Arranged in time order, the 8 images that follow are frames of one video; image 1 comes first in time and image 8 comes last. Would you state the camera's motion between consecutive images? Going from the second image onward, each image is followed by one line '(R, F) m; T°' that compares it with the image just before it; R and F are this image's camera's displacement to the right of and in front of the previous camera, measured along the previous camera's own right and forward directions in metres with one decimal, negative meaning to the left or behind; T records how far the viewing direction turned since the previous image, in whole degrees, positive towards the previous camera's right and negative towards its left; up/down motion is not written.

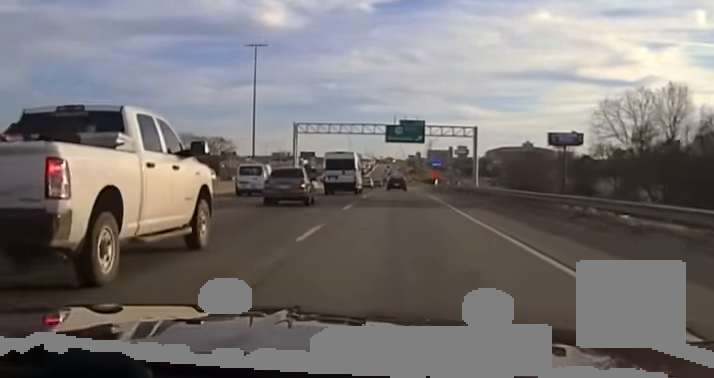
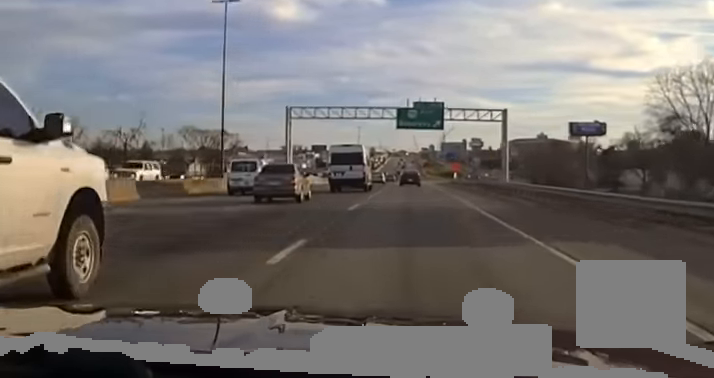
(-0.1, +15.1) m; 0°
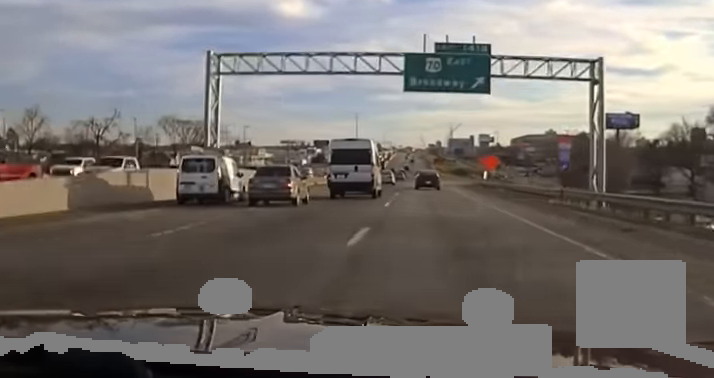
(-0.3, +33.8) m; -1°
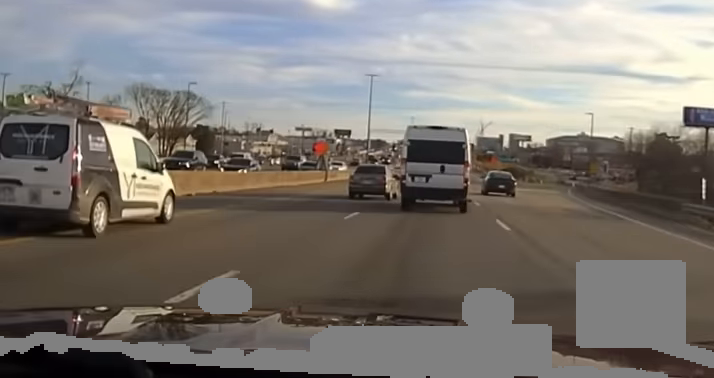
(-0.9, +59.3) m; -2°
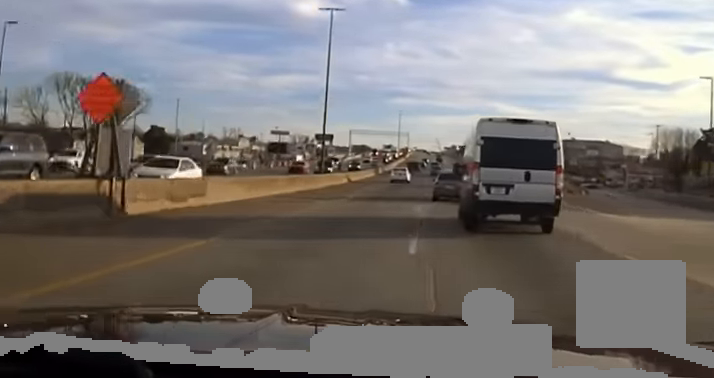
(-0.4, +45.1) m; 0°
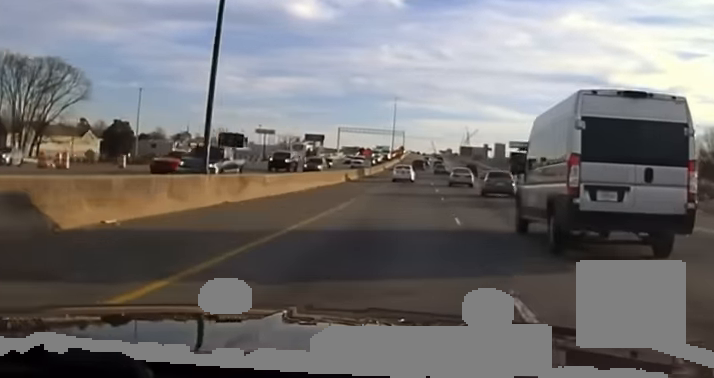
(+0.3, +29.3) m; +2°
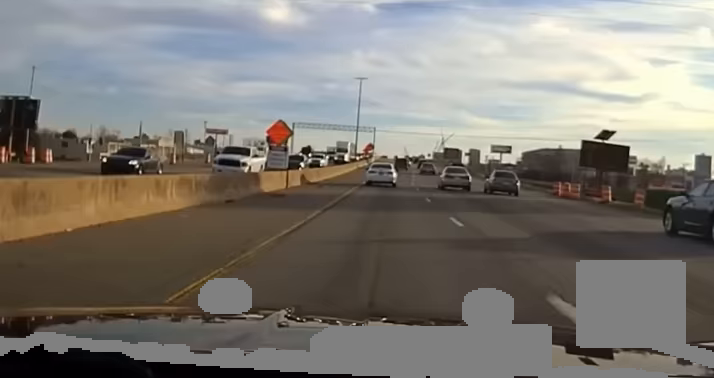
(+1.3, +41.9) m; +2°
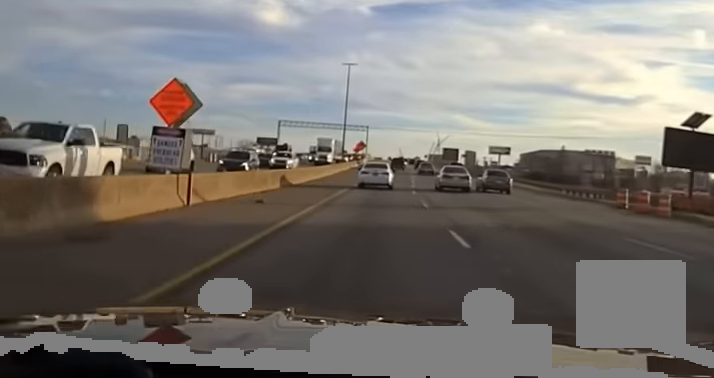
(+0.1, +15.0) m; 0°
